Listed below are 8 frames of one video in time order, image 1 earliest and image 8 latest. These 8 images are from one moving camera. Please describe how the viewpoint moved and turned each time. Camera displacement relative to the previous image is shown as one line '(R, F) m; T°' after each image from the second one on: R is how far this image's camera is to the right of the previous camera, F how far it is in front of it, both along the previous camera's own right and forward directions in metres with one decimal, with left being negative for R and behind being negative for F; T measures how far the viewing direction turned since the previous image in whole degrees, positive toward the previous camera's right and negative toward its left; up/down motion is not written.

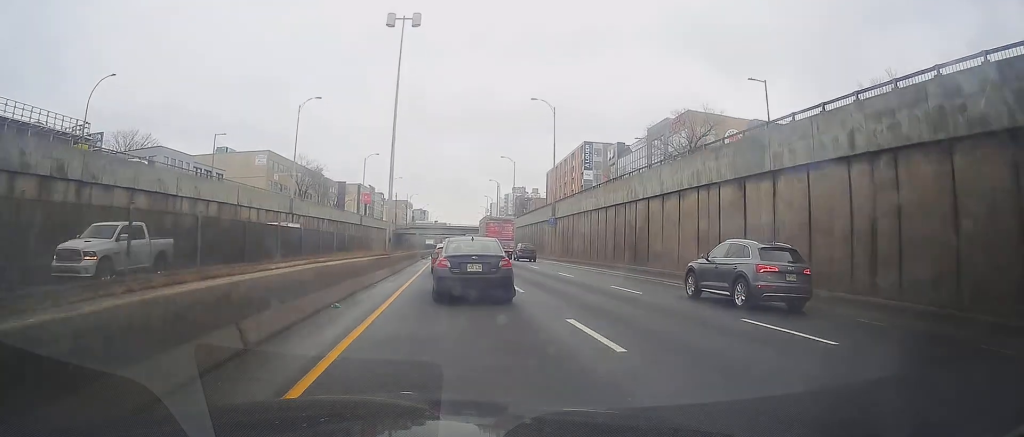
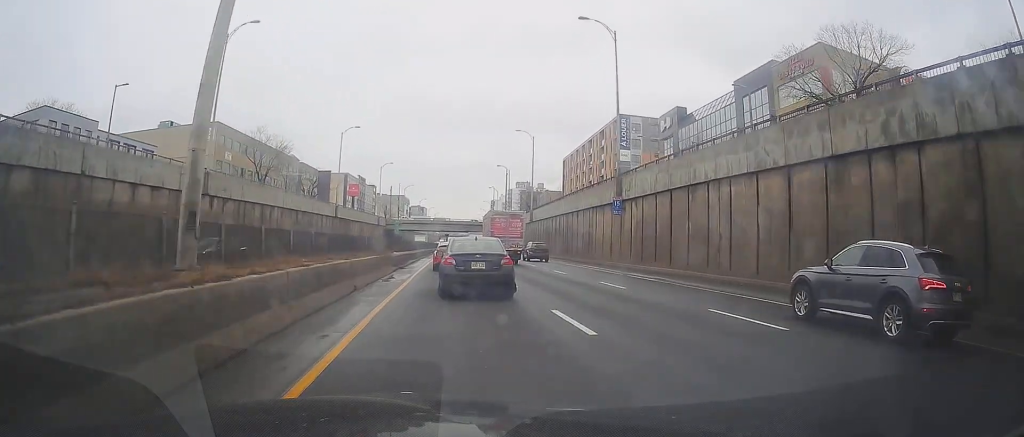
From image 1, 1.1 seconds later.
(-0.4, +25.3) m; -1°
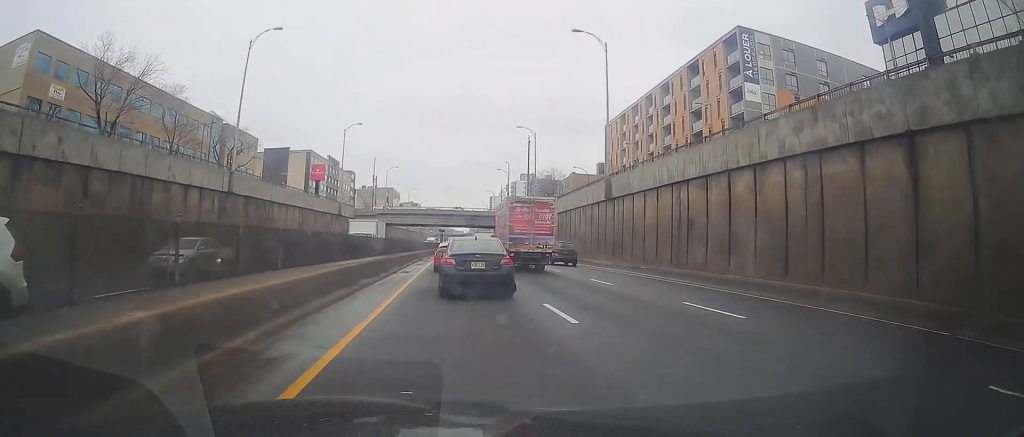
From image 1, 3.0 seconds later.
(+0.3, +41.9) m; +1°
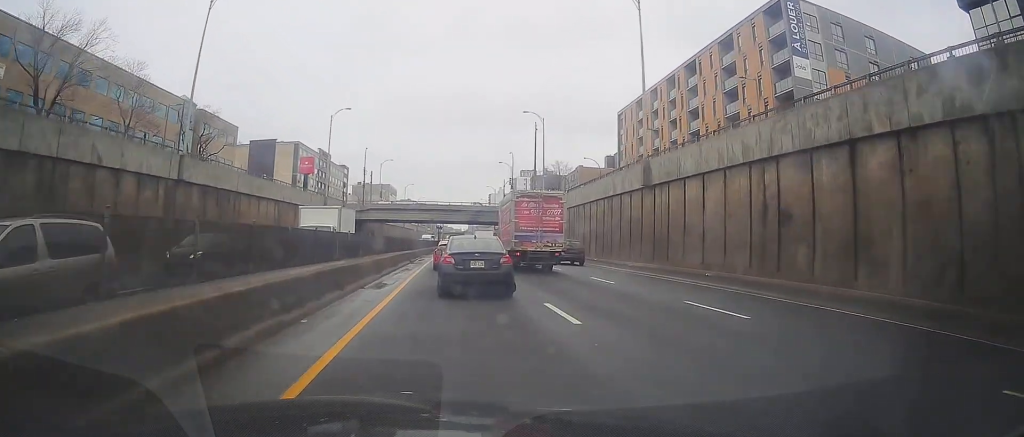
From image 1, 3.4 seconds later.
(+0.1, +9.7) m; 0°
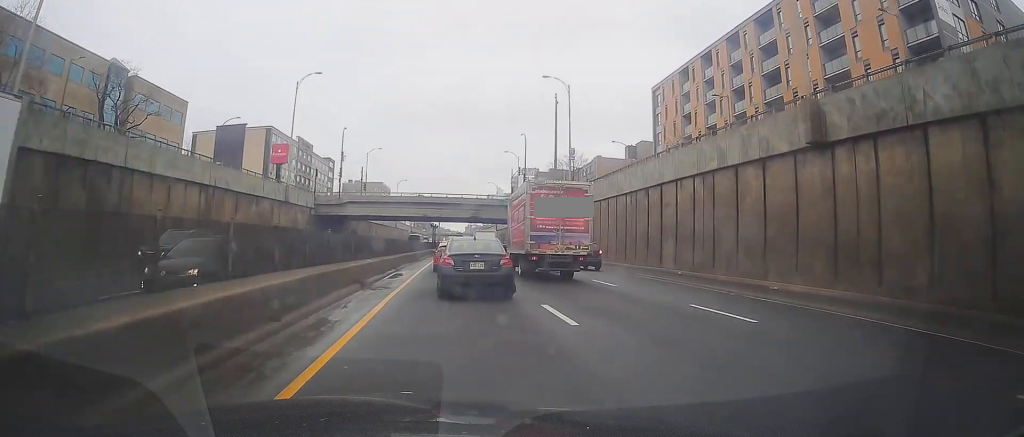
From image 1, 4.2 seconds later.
(-0.1, +17.8) m; 0°
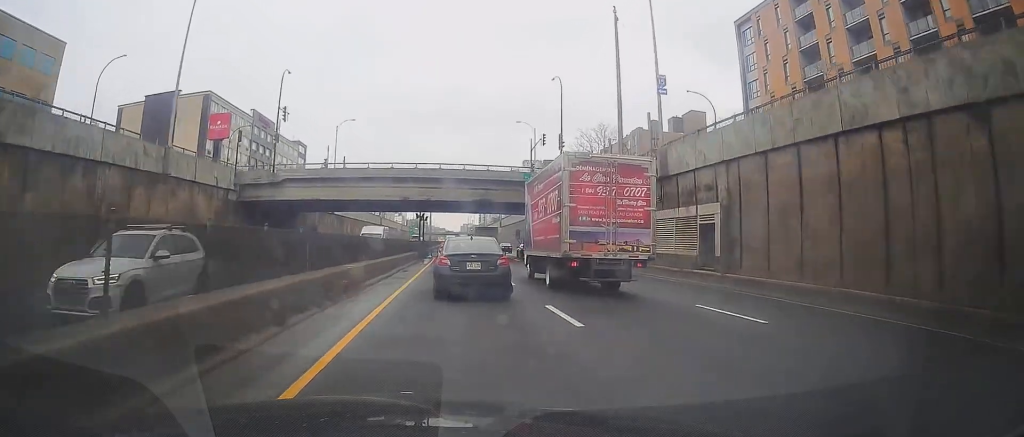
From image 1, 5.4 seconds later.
(-0.1, +25.8) m; 0°
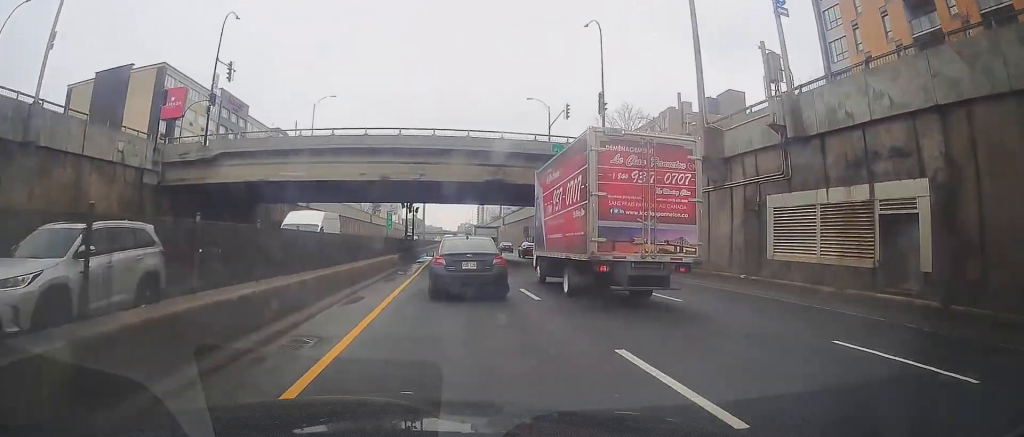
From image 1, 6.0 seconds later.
(+0.1, +13.9) m; 0°
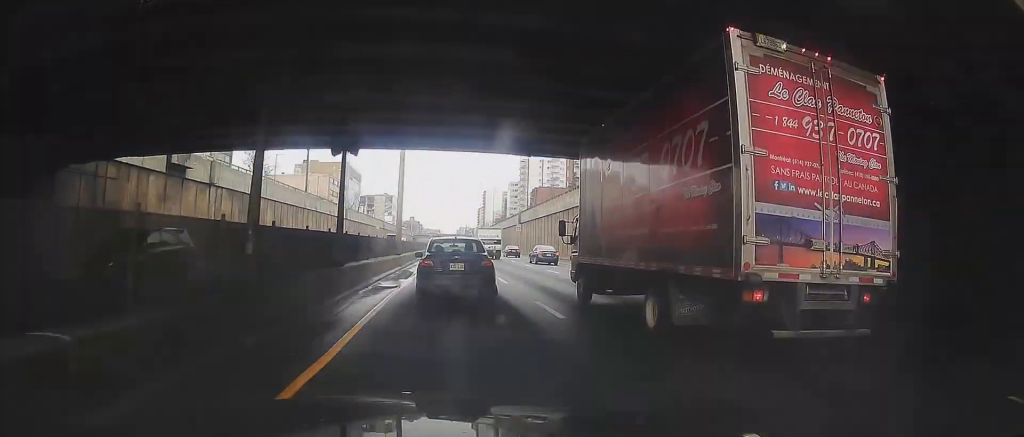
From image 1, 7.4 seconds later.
(+0.2, +29.2) m; 0°
